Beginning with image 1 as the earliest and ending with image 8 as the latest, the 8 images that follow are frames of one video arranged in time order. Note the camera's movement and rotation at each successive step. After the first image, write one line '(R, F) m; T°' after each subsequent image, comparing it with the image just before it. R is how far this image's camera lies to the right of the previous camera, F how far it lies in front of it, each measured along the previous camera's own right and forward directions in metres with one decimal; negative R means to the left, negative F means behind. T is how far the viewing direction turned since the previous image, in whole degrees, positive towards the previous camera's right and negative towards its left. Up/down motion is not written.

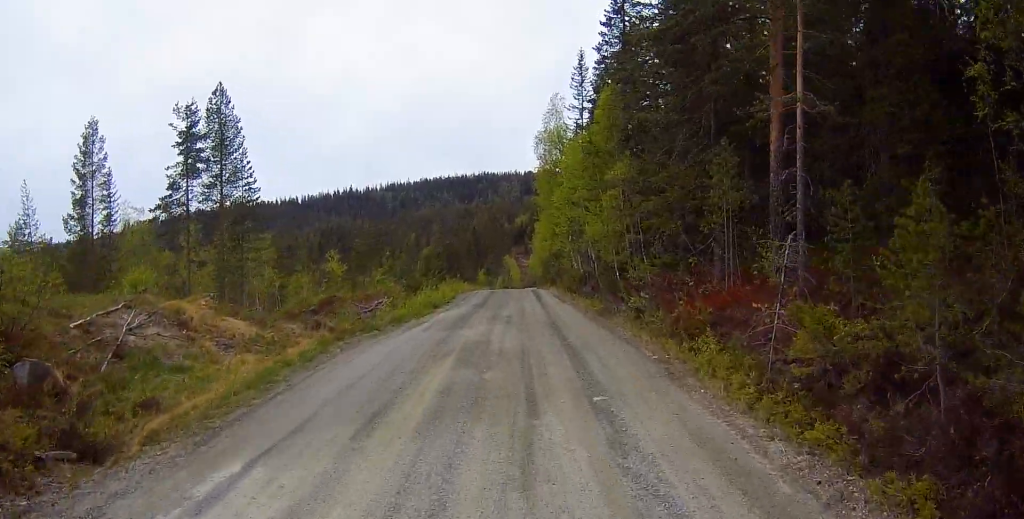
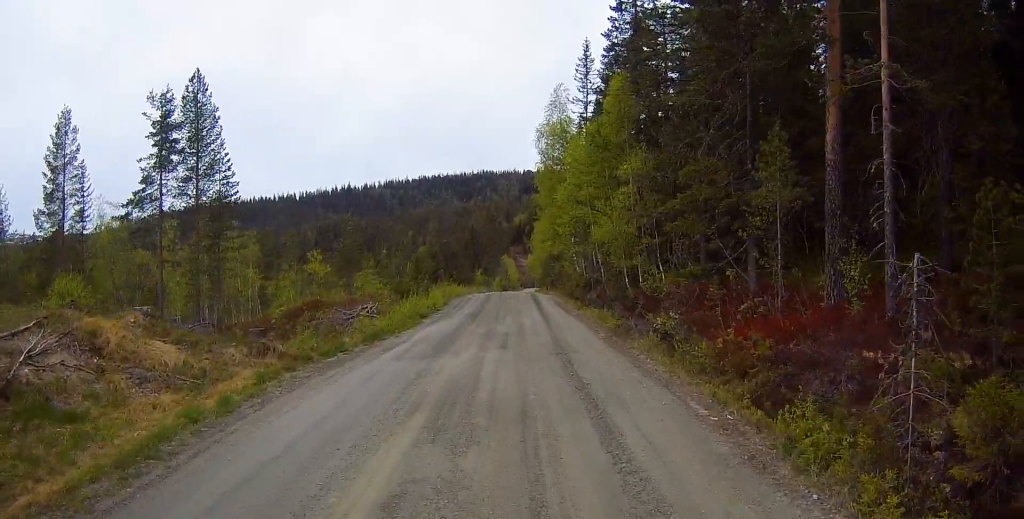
(-0.2, +3.3) m; -2°
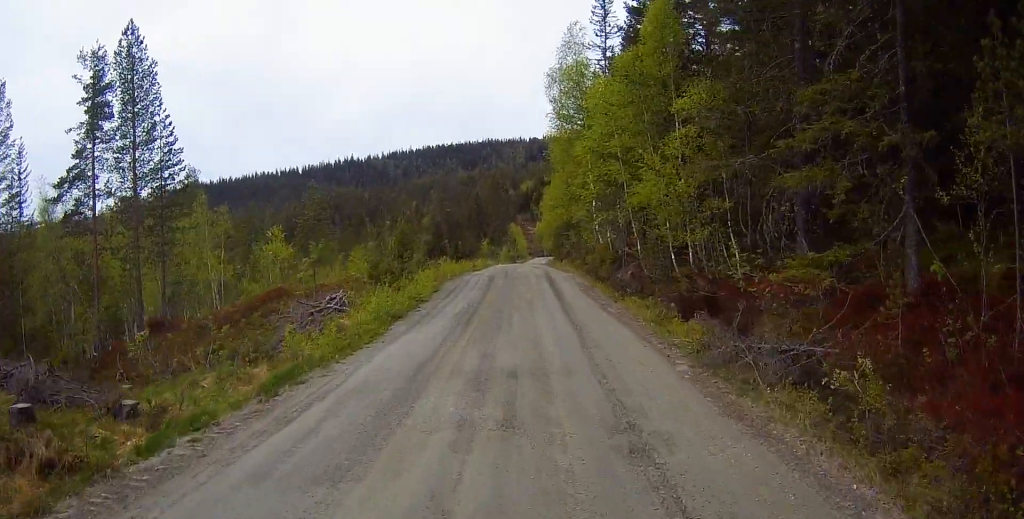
(-0.3, +7.5) m; -2°
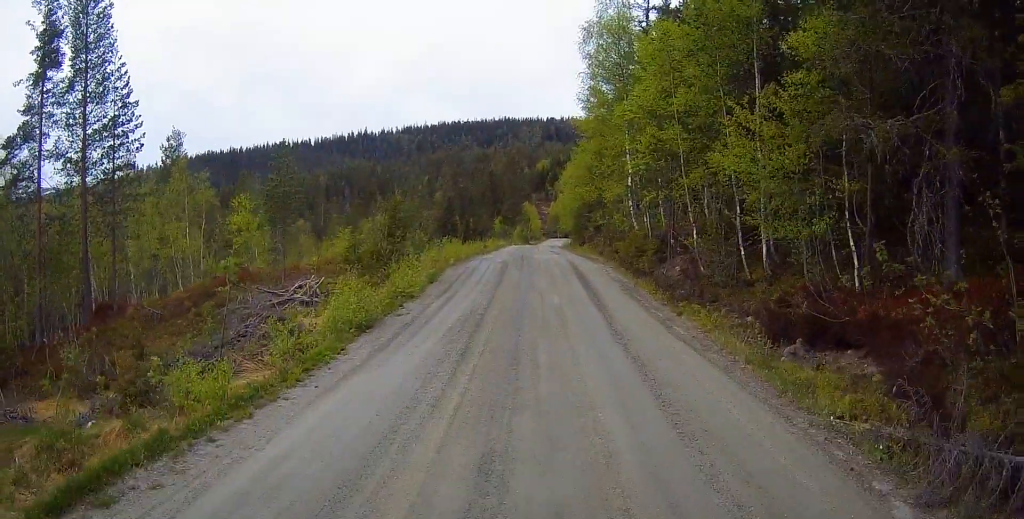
(0.0, +5.7) m; +1°
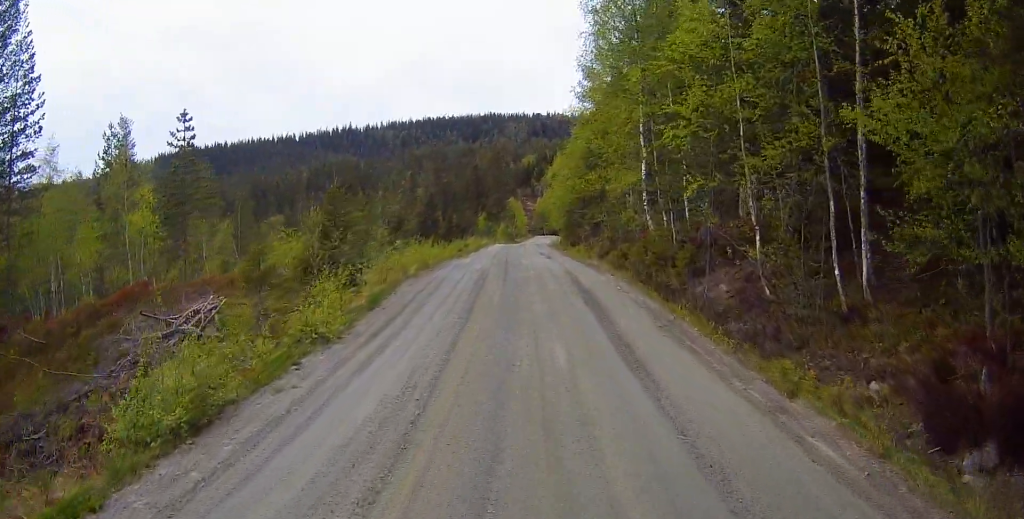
(0.0, +6.3) m; +3°
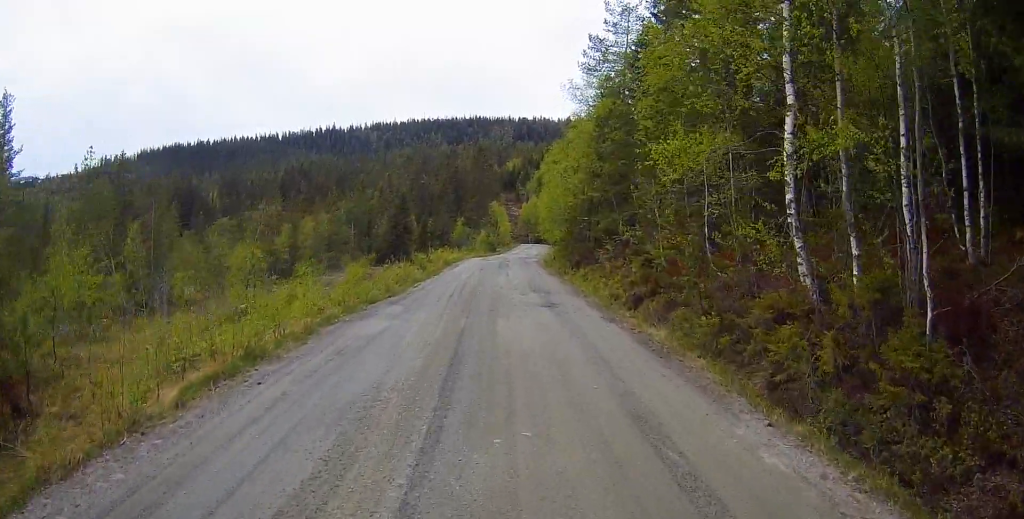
(+0.1, +13.2) m; 0°
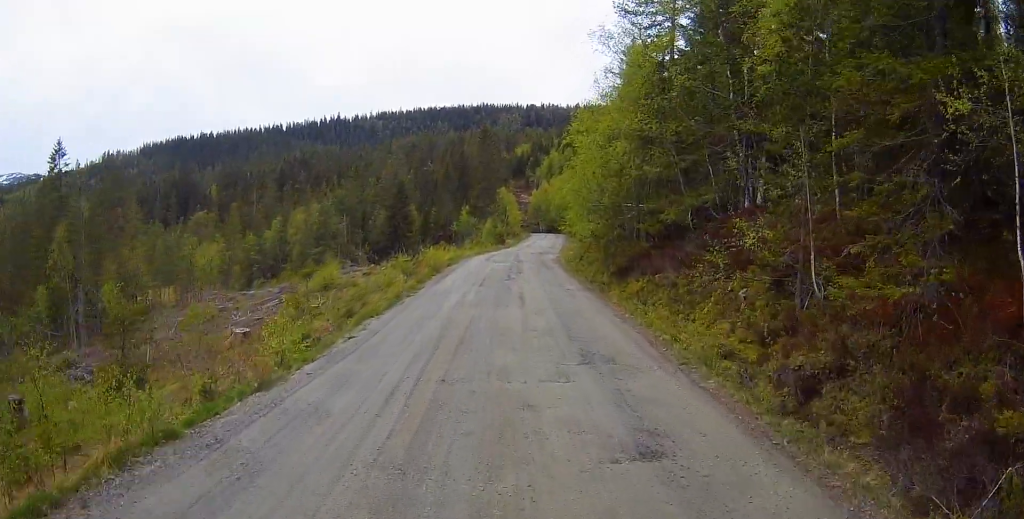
(+0.3, +10.3) m; 0°
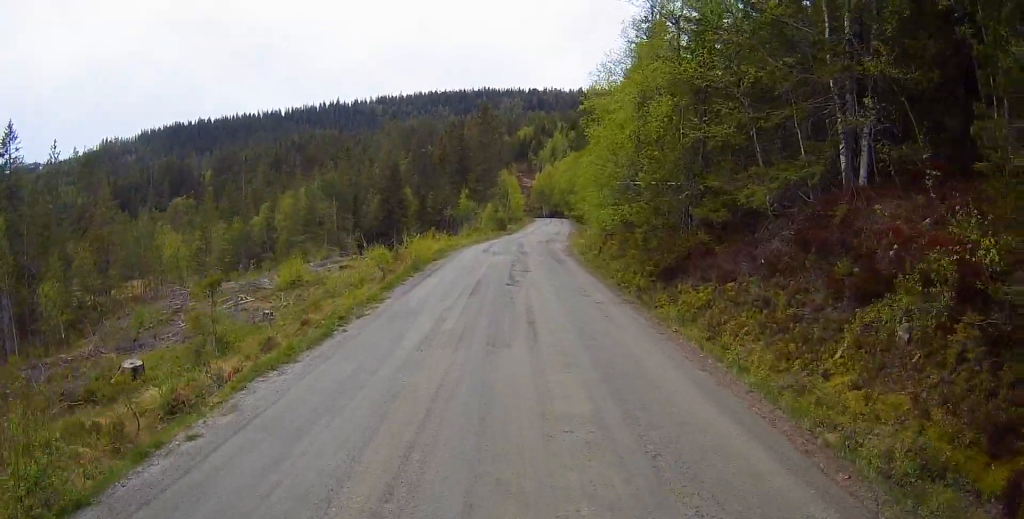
(-0.4, +6.3) m; 0°
